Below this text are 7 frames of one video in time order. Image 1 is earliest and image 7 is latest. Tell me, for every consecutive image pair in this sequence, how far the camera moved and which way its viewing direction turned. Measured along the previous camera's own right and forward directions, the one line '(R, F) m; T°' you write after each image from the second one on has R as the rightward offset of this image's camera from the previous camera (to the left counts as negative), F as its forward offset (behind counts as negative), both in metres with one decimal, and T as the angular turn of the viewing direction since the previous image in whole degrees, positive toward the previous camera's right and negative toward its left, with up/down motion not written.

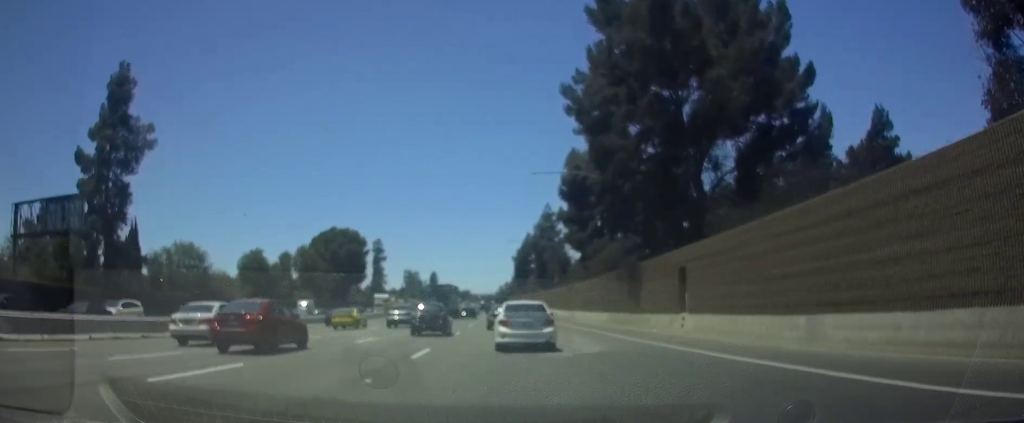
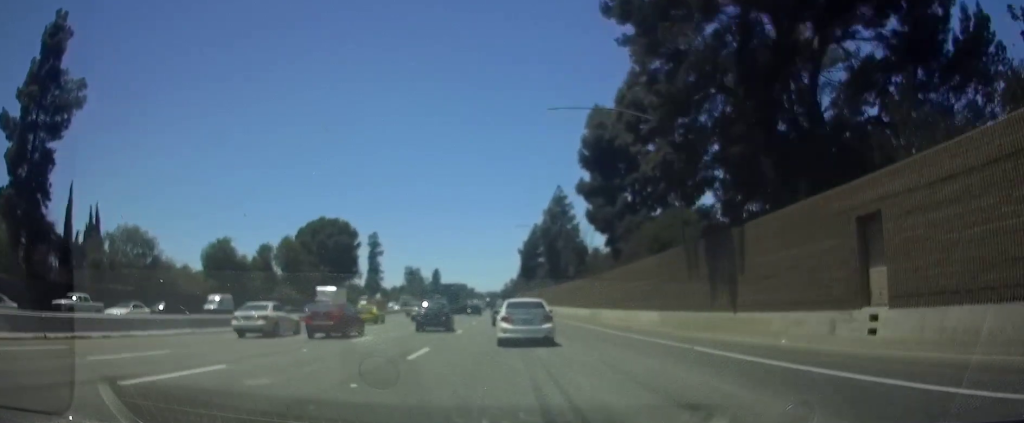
(+0.2, +15.6) m; 0°
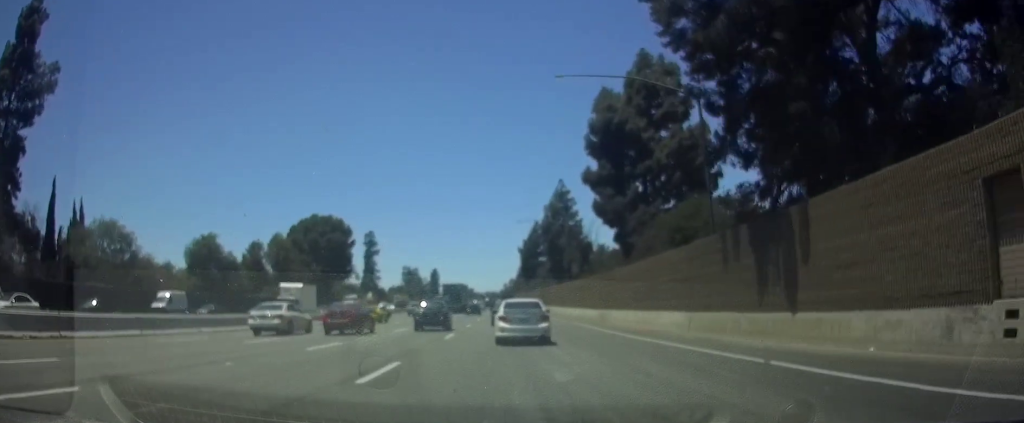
(0.0, +5.2) m; 0°
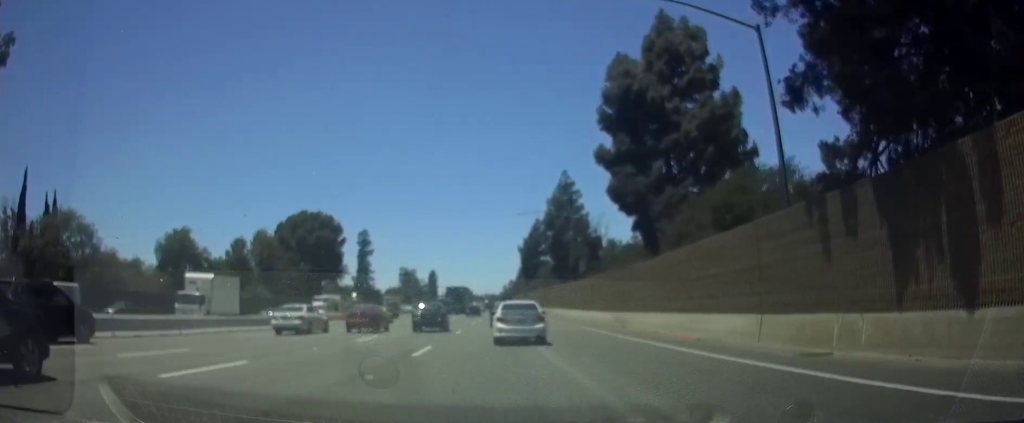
(-0.1, +8.4) m; 0°
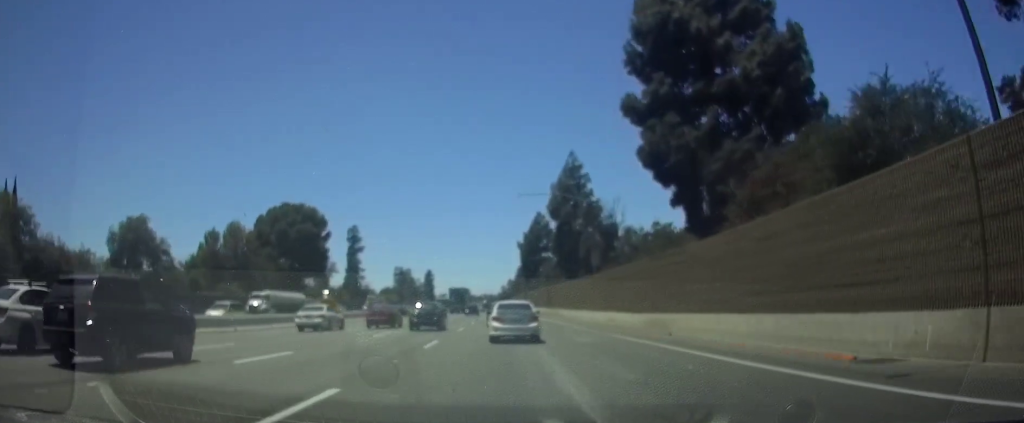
(0.0, +11.5) m; 0°
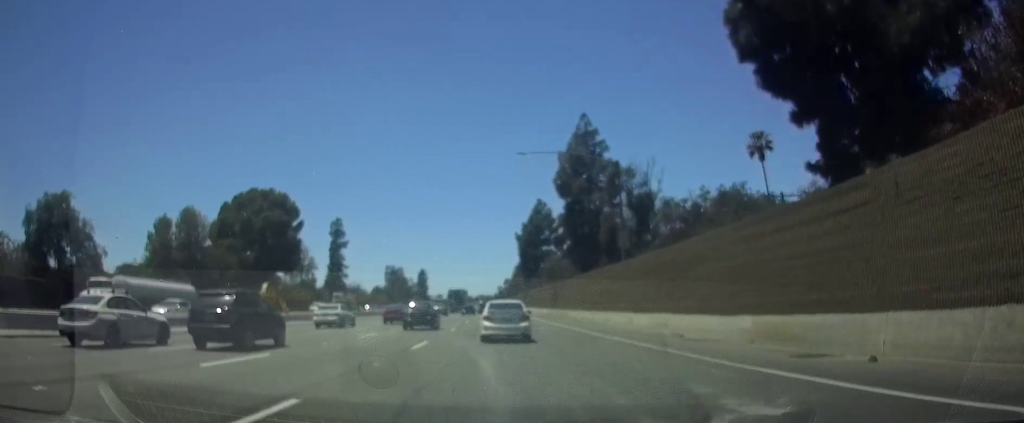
(+0.1, +16.0) m; 0°
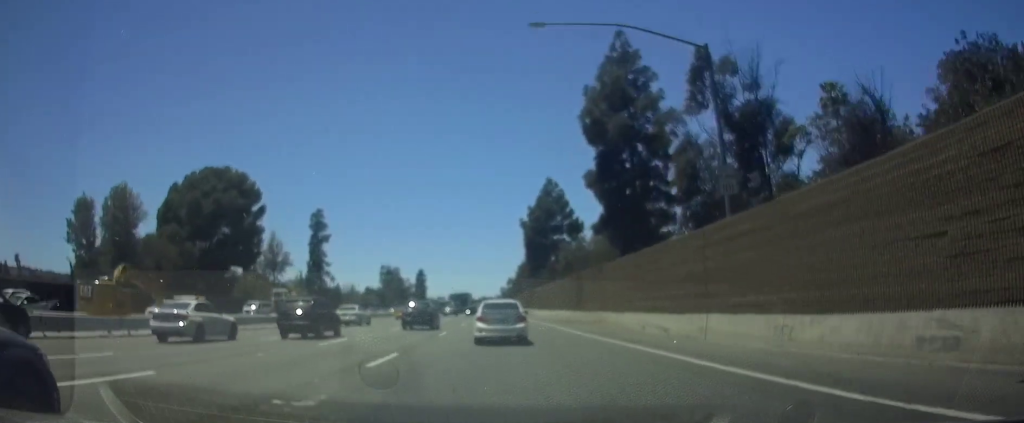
(-0.1, +20.1) m; -1°
